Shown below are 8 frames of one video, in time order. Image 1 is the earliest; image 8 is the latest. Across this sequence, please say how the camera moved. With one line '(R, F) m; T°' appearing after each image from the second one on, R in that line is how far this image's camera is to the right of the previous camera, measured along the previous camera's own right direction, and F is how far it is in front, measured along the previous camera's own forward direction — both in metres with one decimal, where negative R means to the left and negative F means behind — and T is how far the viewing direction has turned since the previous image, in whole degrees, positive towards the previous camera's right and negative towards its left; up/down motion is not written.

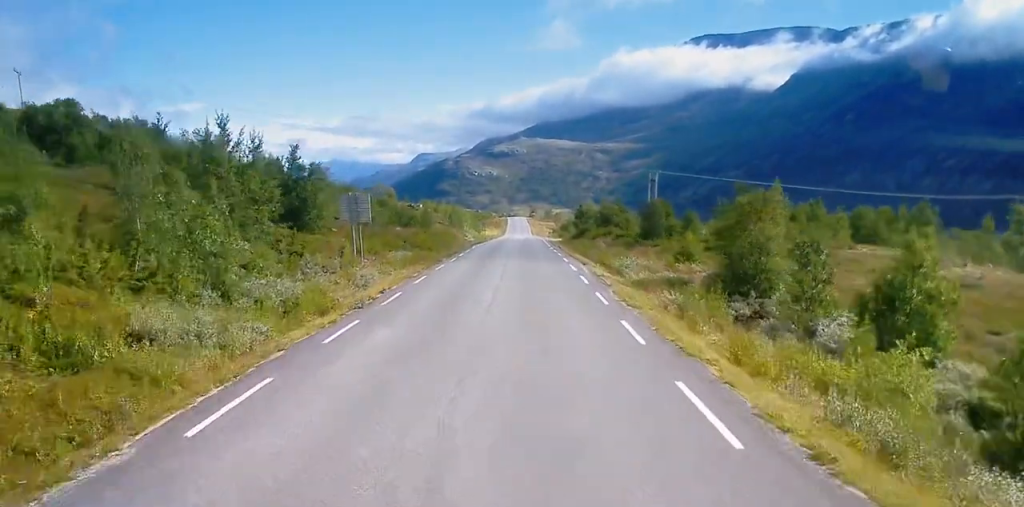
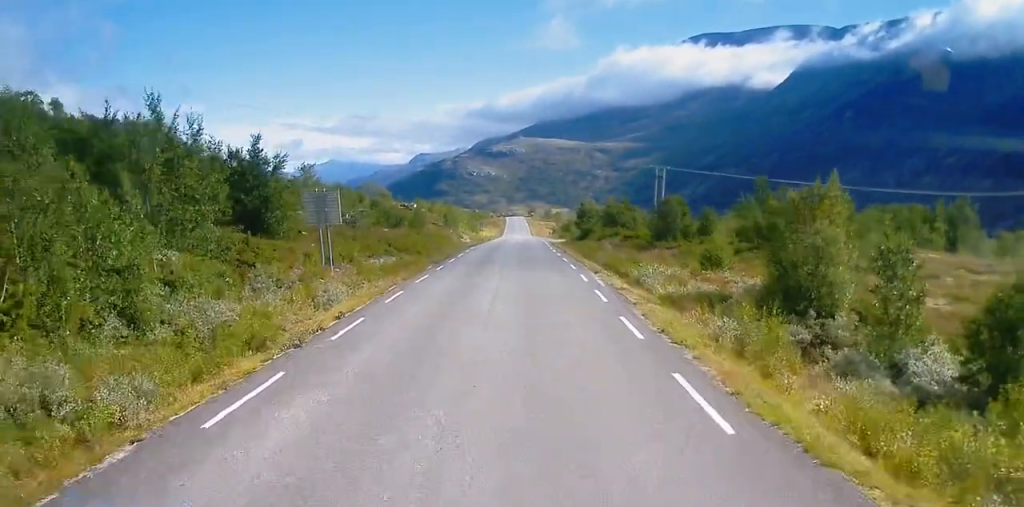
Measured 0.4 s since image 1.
(0.0, +5.6) m; 0°
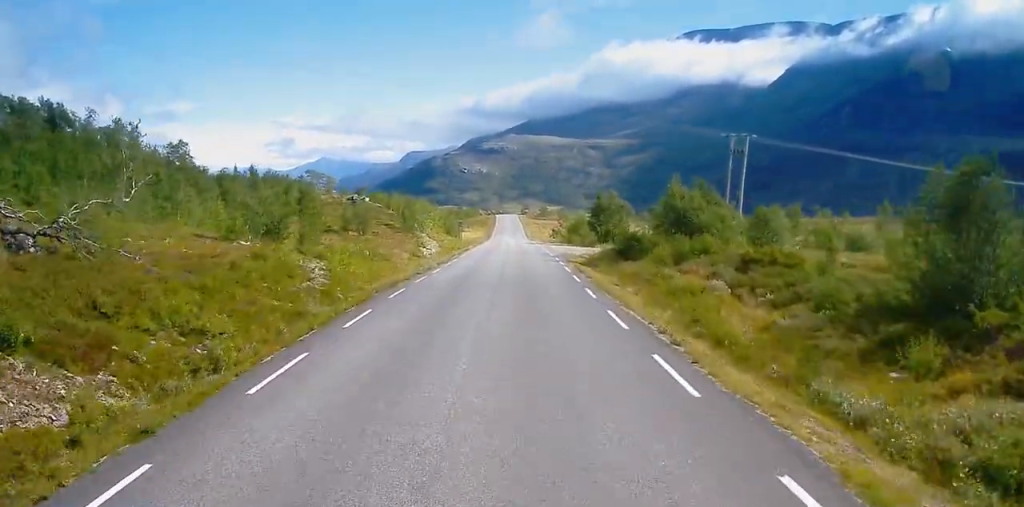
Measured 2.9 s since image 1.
(-1.6, +34.6) m; -4°
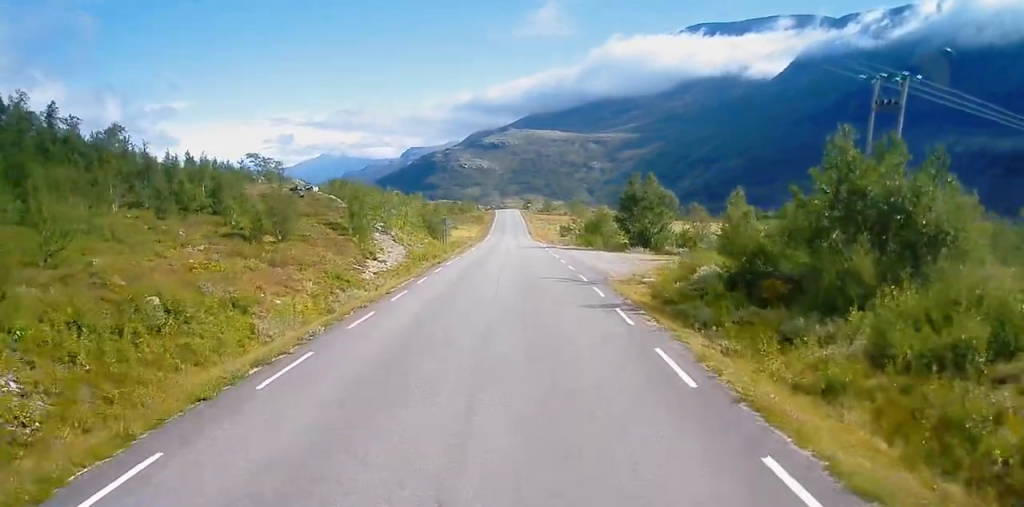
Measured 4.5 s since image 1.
(+1.0, +23.6) m; +3°
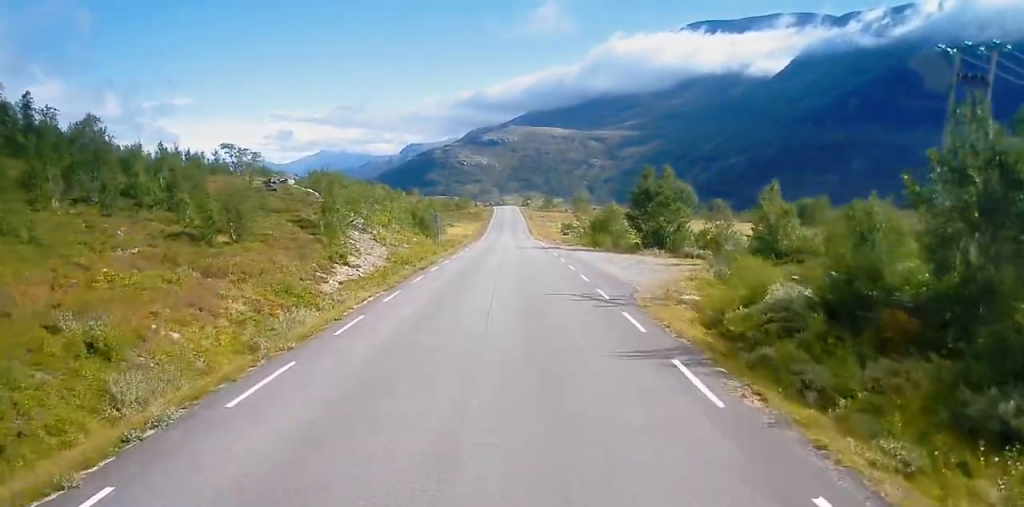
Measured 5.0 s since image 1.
(0.0, +7.1) m; 0°
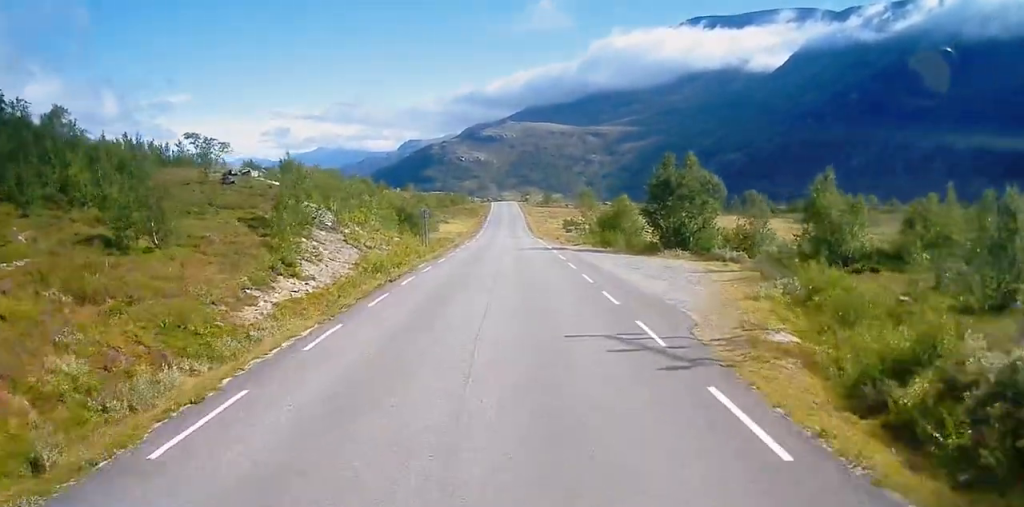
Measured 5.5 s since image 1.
(0.0, +8.2) m; 0°
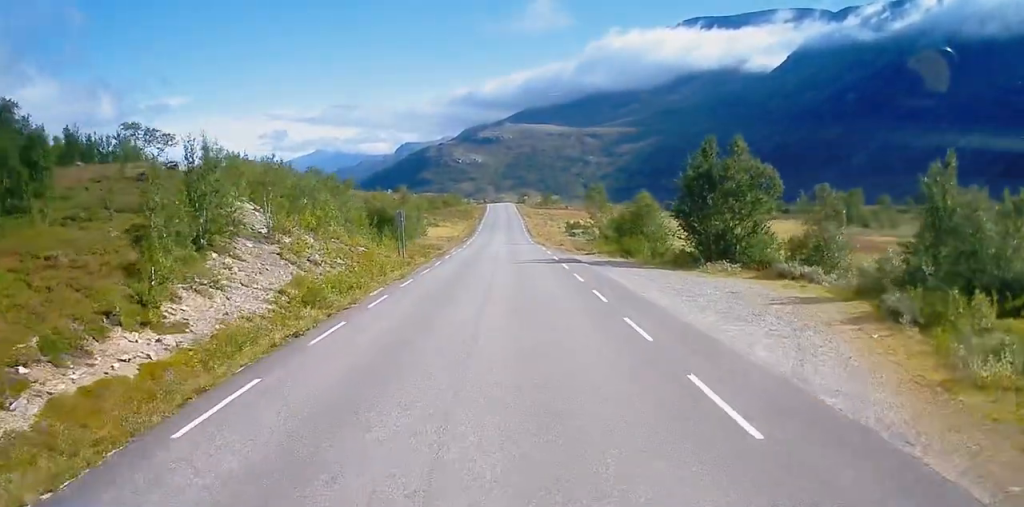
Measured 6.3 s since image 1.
(-0.1, +11.3) m; -1°
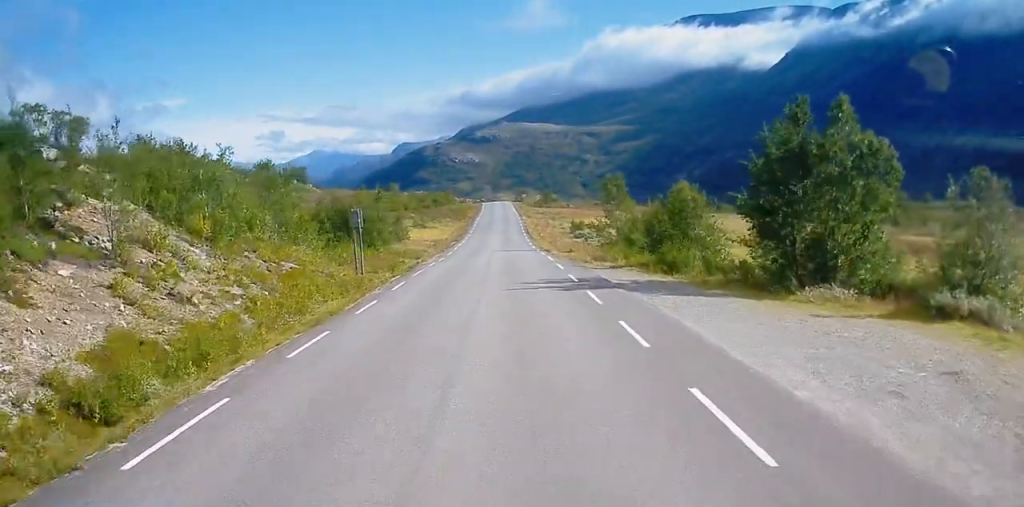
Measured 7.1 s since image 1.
(-0.1, +13.0) m; -1°
